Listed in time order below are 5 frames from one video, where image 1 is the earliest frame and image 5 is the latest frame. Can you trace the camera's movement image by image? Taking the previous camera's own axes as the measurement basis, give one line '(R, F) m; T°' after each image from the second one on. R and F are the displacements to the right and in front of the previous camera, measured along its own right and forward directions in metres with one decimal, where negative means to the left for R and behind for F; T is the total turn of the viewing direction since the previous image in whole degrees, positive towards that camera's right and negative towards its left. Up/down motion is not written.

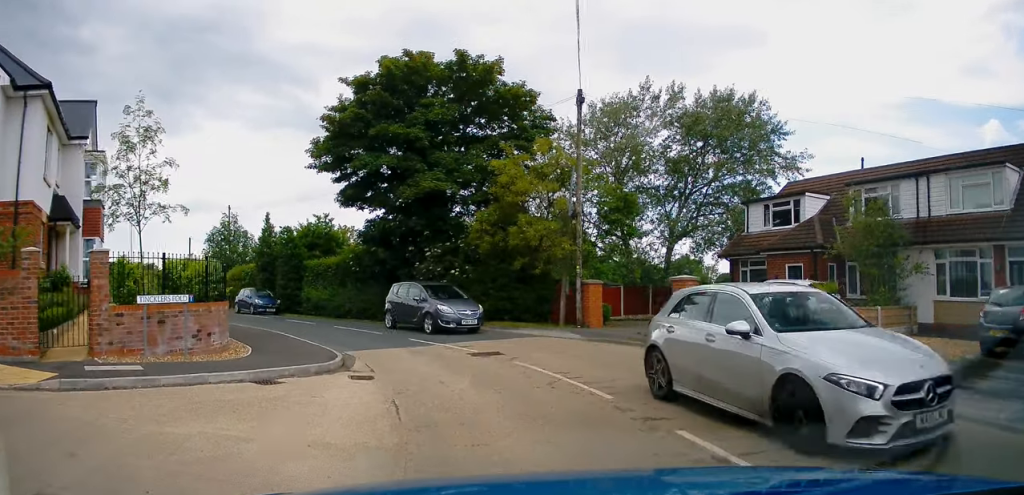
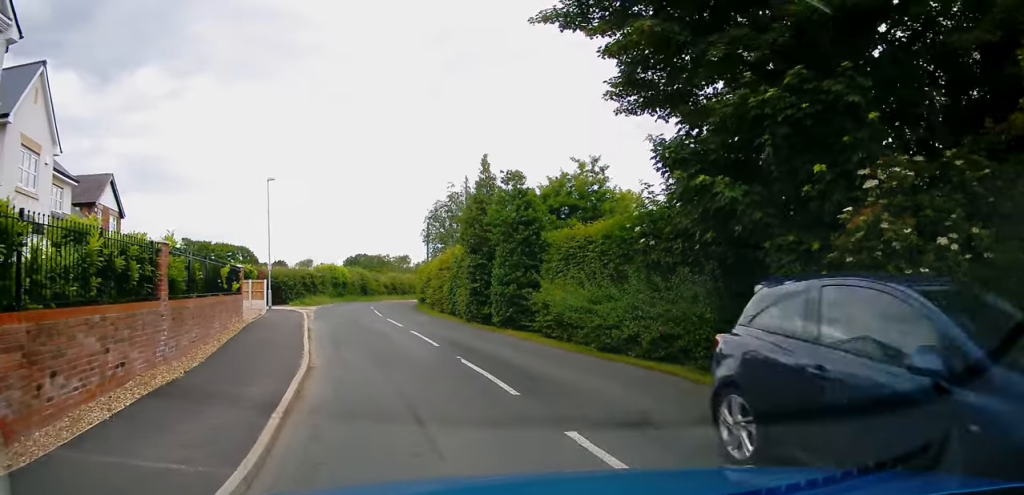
(-3.4, +16.3) m; -28°
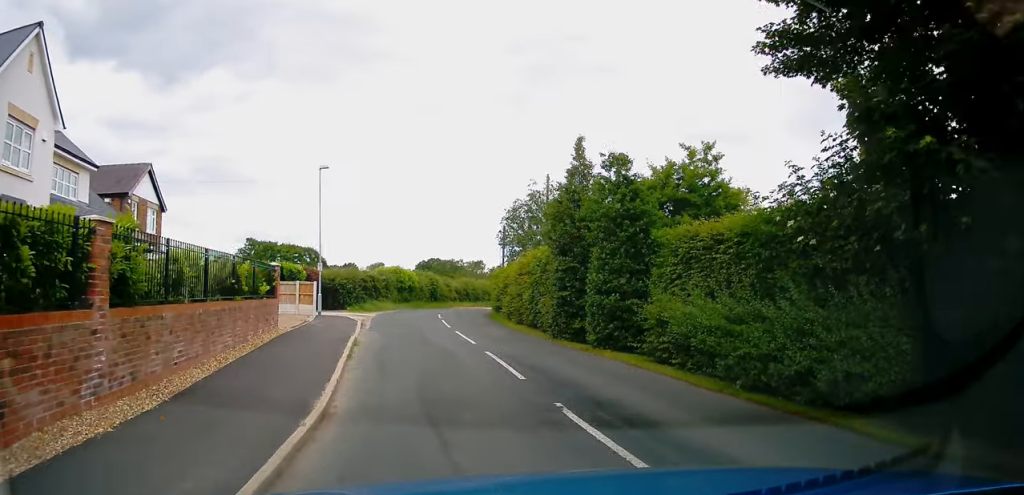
(-0.1, +3.7) m; -6°
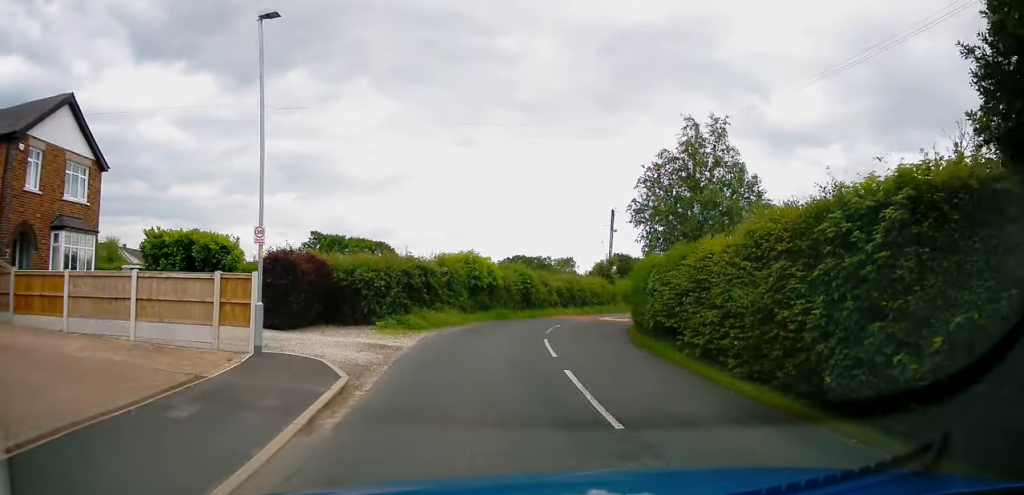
(-1.5, +14.1) m; -9°
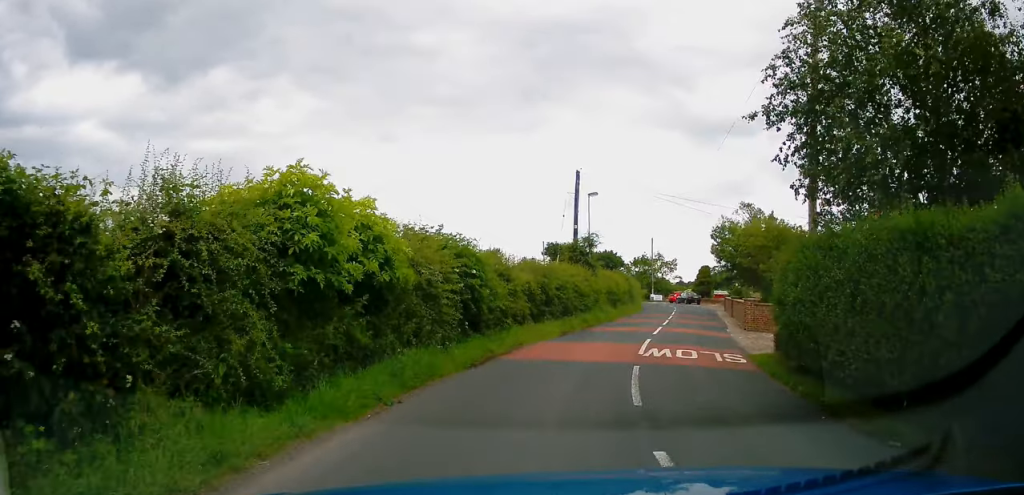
(+0.1, +17.1) m; +8°
